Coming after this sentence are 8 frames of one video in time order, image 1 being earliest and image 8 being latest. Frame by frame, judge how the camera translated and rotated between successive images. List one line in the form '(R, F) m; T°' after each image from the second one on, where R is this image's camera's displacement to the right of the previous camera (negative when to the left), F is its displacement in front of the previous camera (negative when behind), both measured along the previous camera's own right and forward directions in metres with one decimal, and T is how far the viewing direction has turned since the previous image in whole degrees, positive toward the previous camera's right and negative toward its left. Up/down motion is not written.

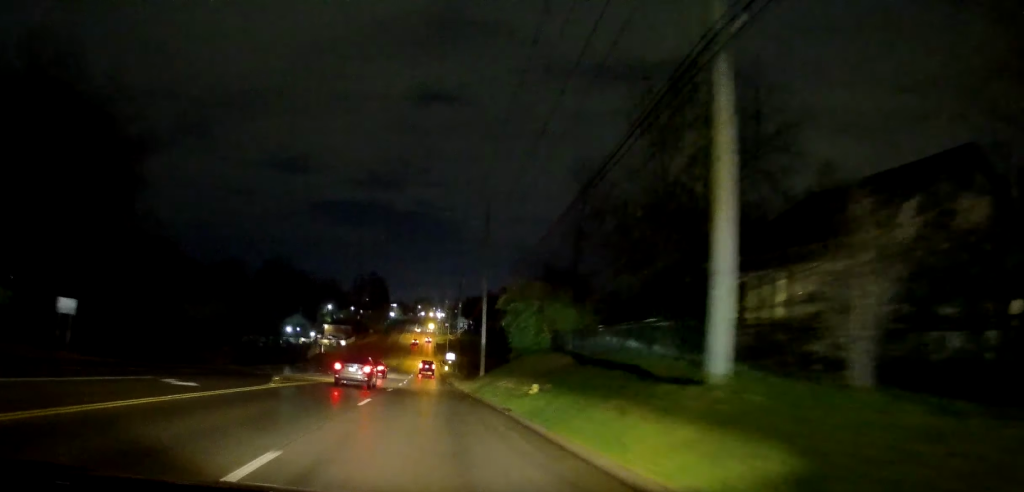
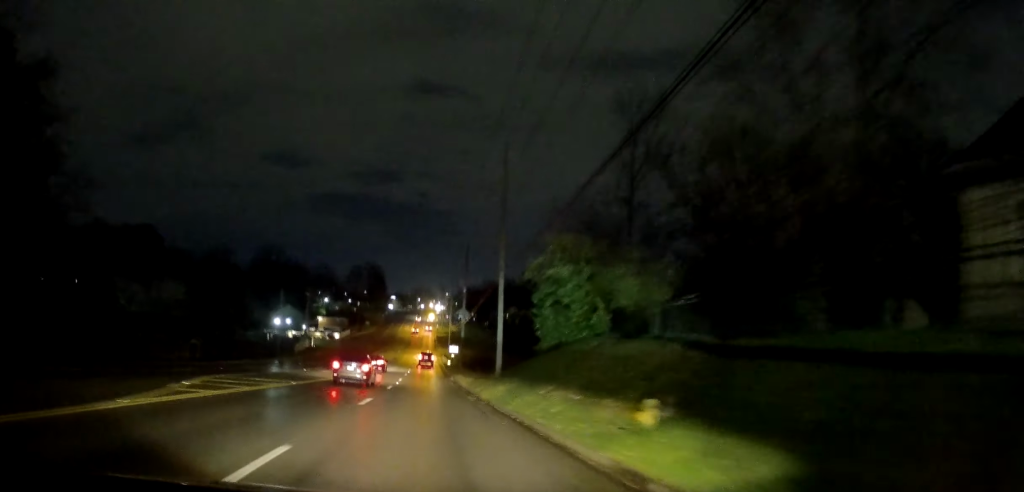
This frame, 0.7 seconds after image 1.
(0.0, +11.3) m; 0°
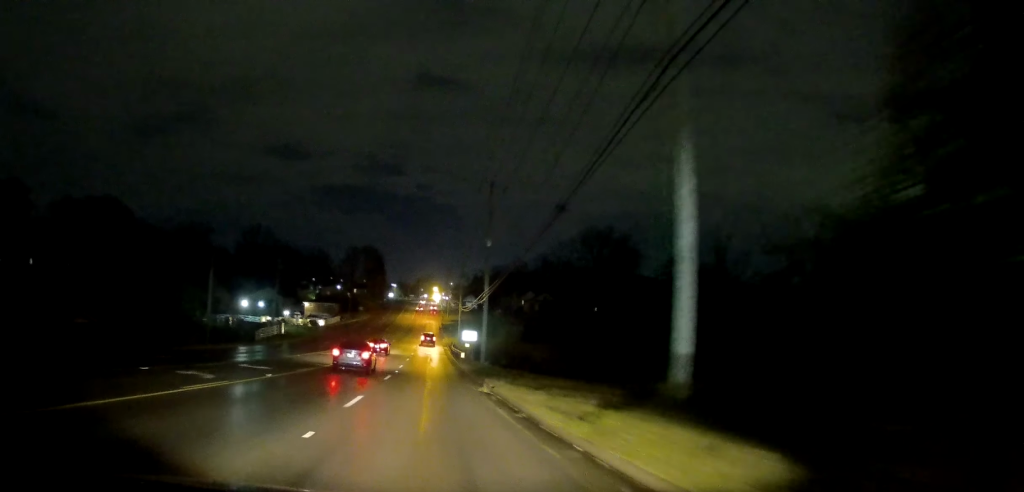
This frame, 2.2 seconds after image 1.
(+0.5, +26.0) m; +1°
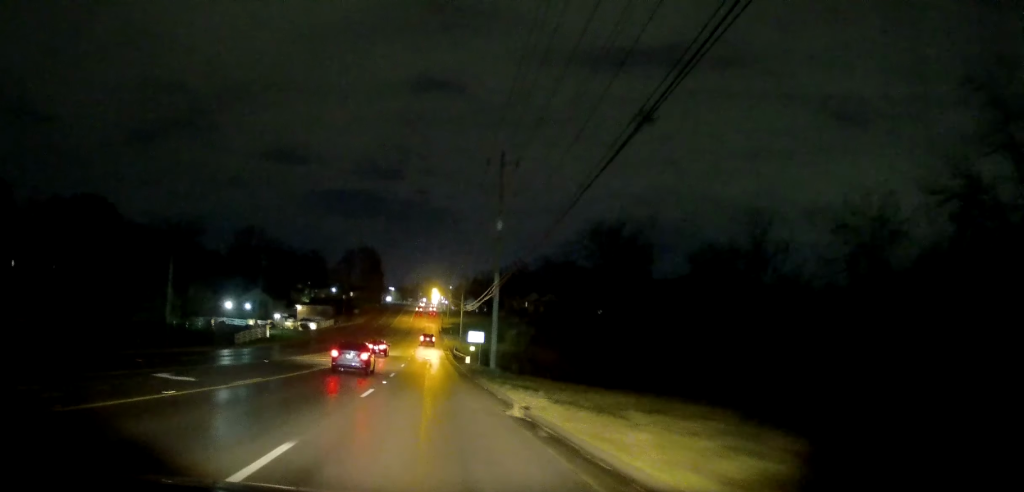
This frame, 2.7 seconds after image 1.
(+0.2, +8.1) m; 0°
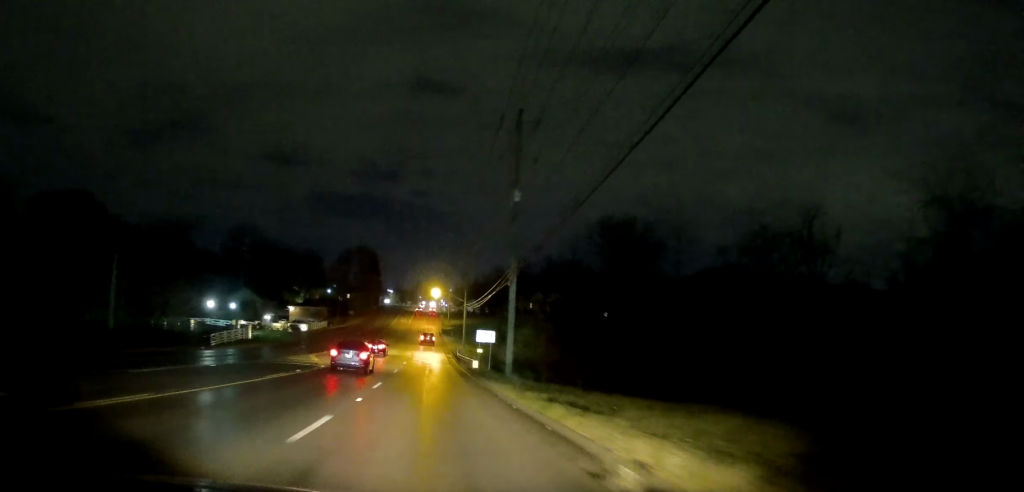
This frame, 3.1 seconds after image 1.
(-0.2, +8.5) m; -1°
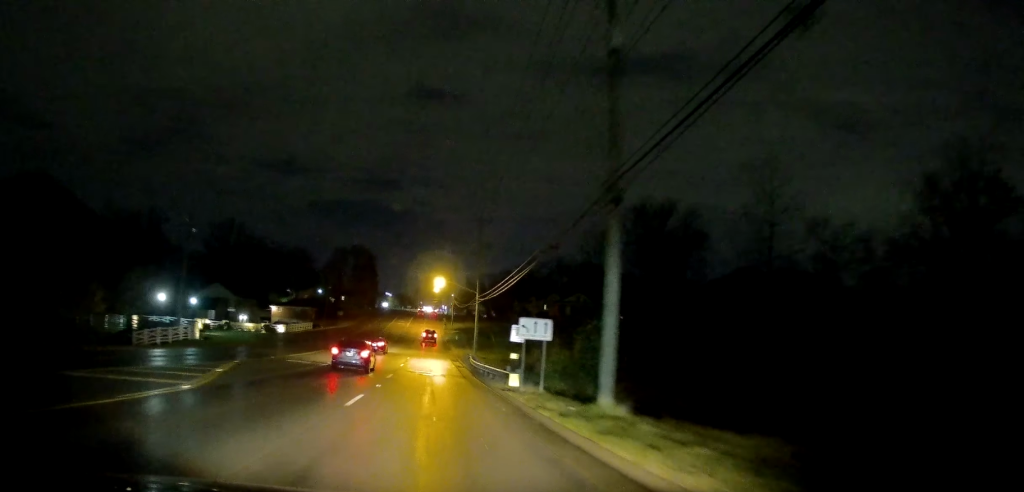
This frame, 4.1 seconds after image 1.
(-0.3, +18.8) m; 0°
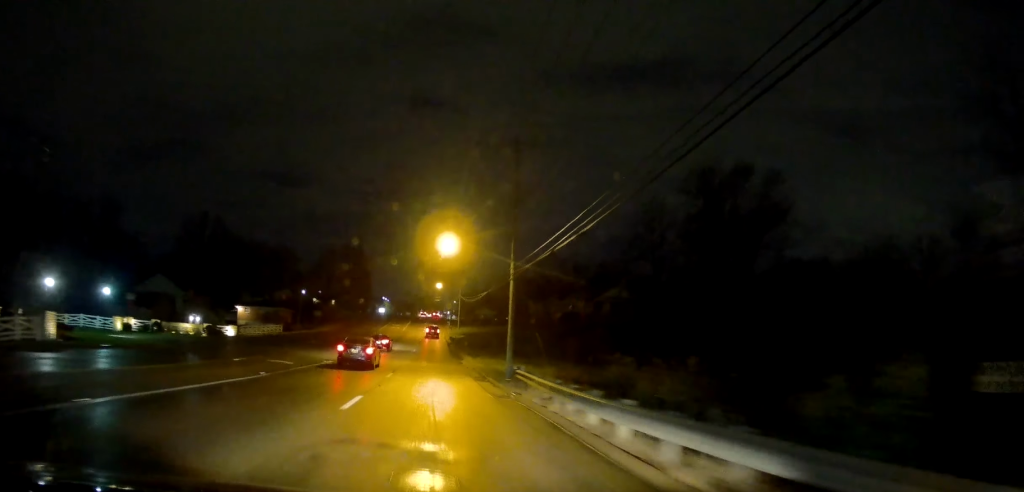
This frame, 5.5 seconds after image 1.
(+0.5, +26.6) m; +2°
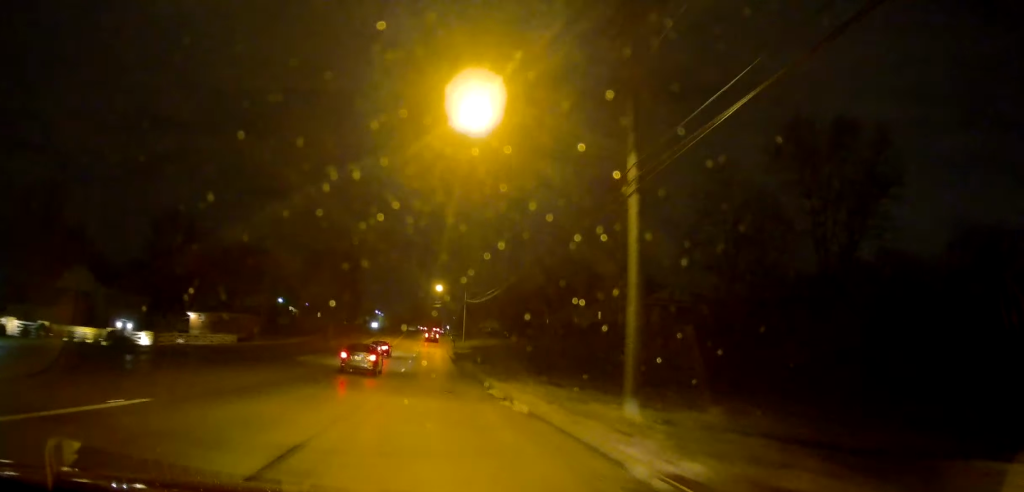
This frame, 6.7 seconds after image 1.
(+0.1, +23.4) m; -1°
